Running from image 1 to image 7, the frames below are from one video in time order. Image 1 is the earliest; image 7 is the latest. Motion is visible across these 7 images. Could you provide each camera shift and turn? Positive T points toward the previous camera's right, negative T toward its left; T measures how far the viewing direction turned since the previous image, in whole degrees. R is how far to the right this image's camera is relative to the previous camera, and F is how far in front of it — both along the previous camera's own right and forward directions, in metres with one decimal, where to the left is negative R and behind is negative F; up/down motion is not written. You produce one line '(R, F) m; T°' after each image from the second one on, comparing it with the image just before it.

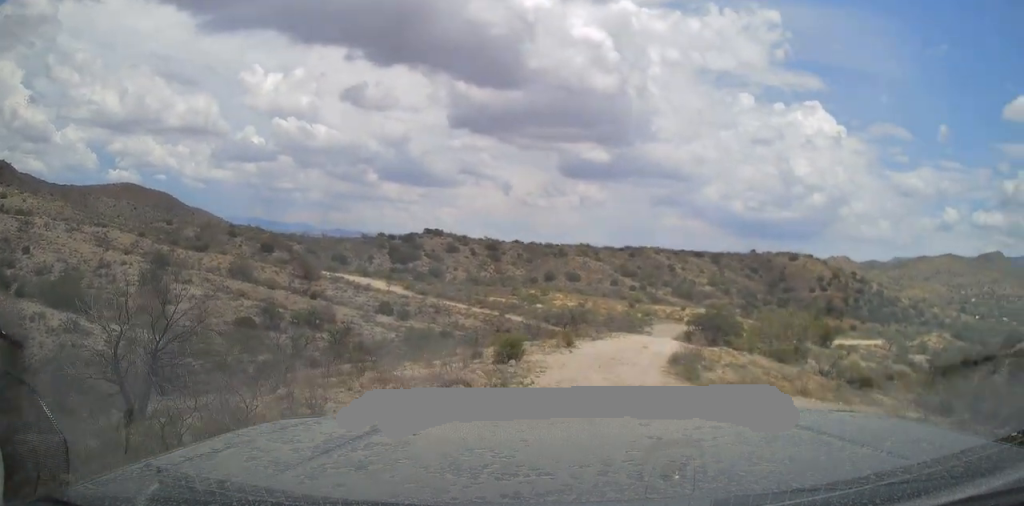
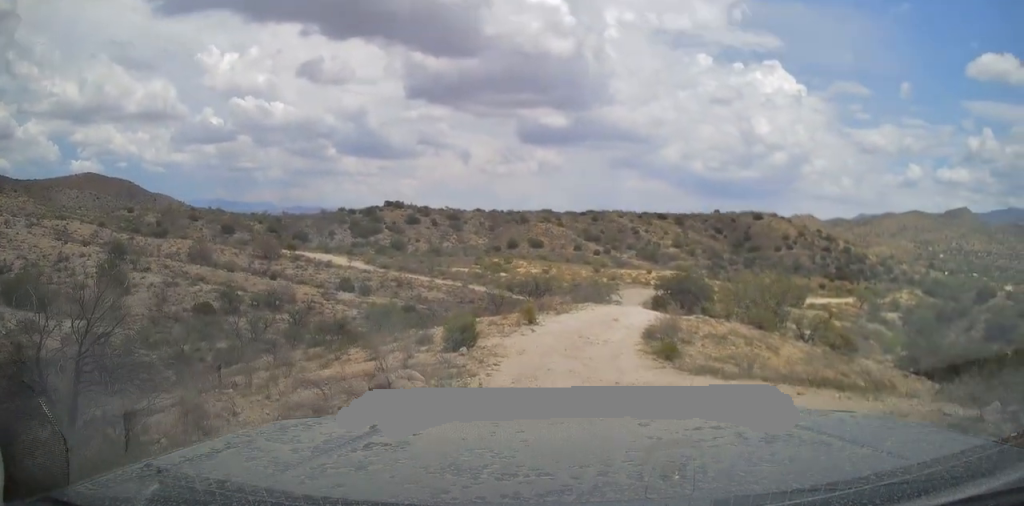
(+0.2, +2.2) m; -3°
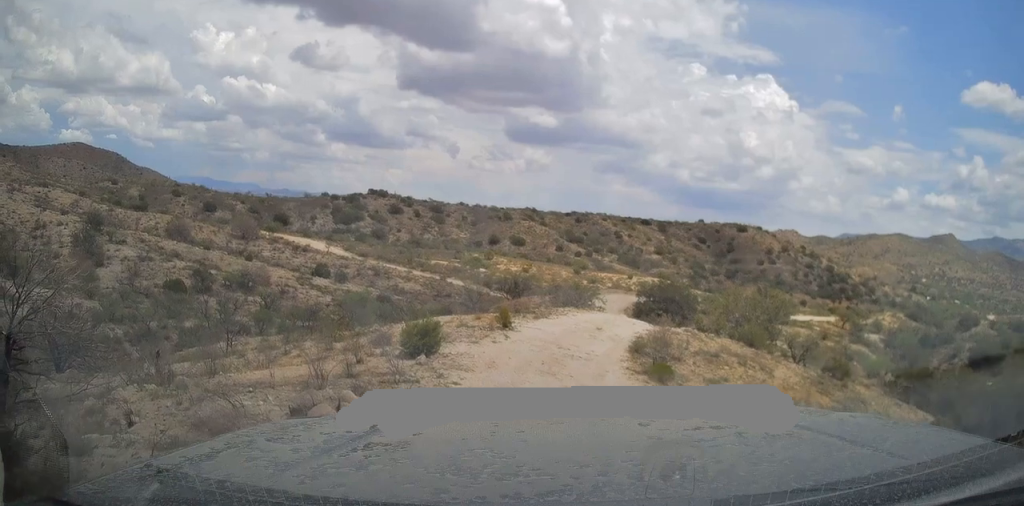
(-0.3, +2.3) m; +1°
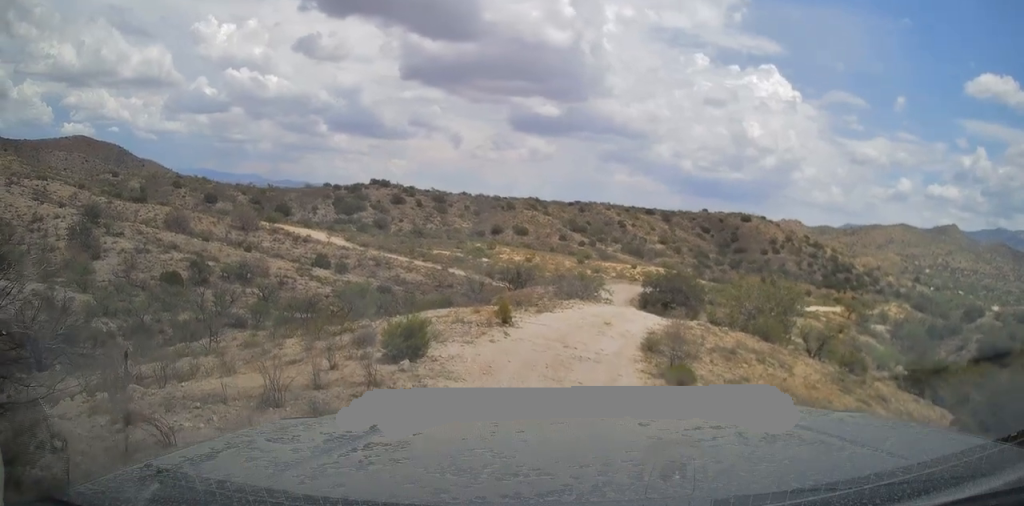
(+0.1, +1.8) m; +4°
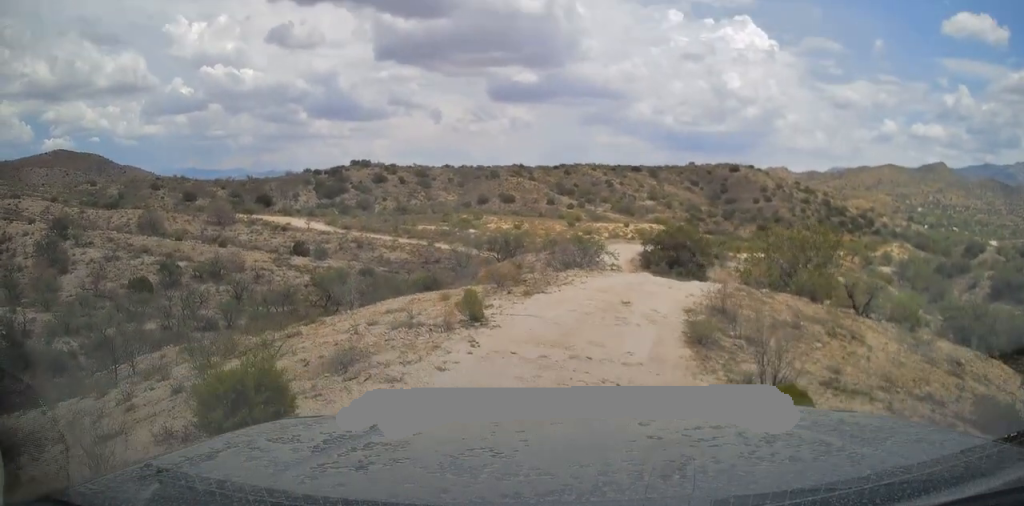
(+0.4, +6.0) m; 0°
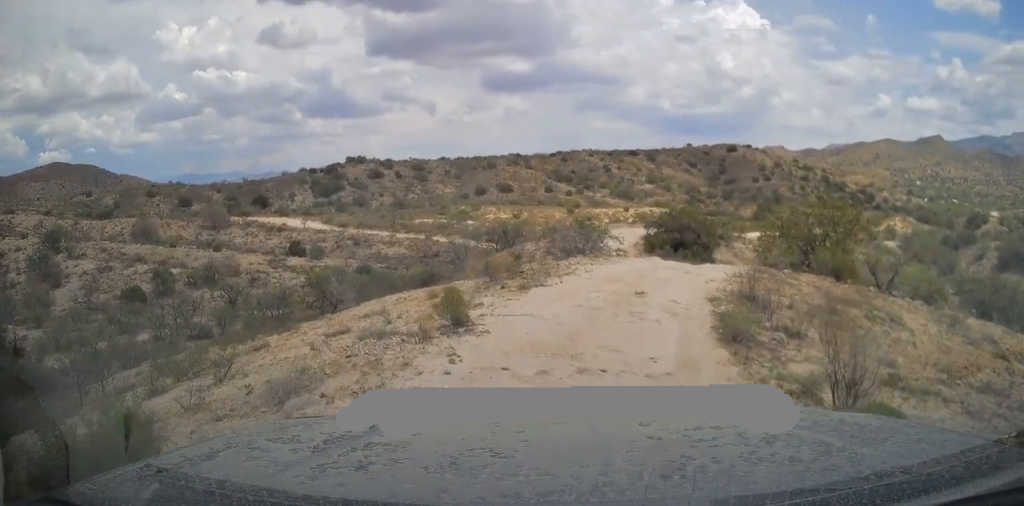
(-0.1, +2.1) m; +1°
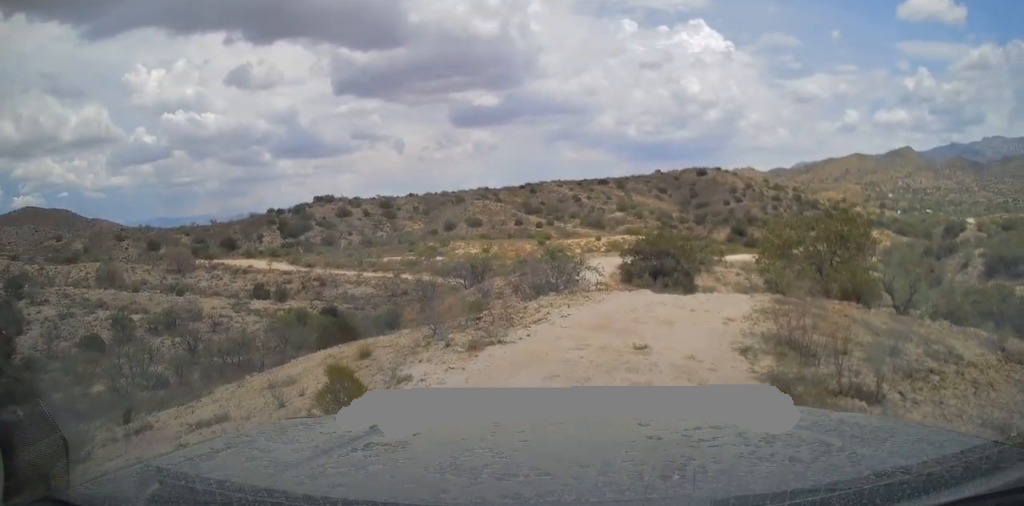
(+0.3, +3.5) m; +13°
